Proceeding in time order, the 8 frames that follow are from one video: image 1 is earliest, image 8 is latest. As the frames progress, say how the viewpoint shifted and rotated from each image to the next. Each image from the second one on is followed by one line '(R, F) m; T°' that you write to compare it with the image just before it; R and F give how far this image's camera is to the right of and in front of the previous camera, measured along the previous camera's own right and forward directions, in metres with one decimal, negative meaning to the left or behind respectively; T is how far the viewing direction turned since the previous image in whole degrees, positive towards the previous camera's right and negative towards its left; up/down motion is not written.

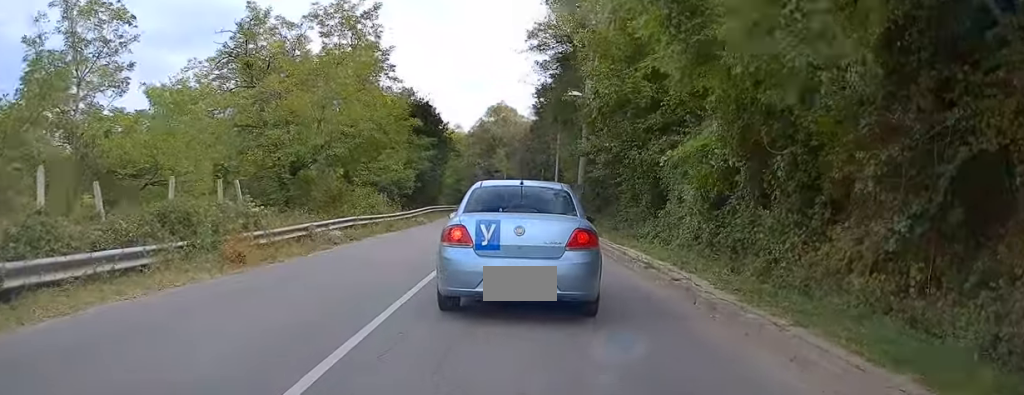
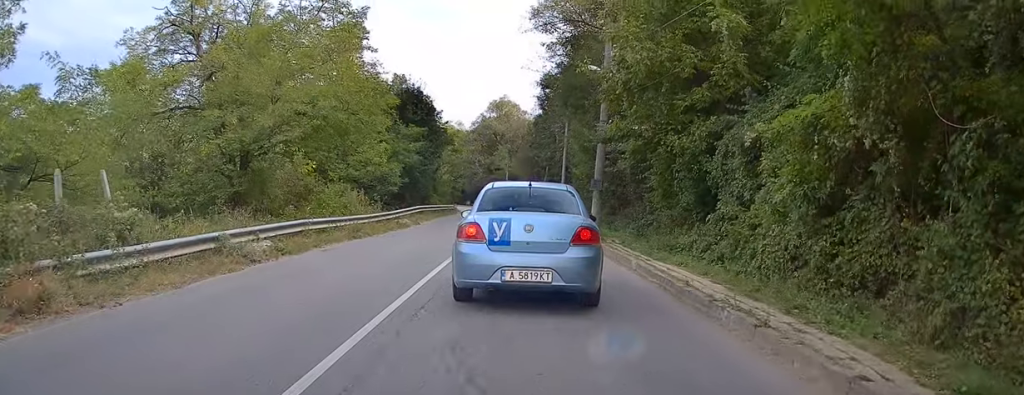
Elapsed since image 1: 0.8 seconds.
(+0.3, +5.8) m; -1°
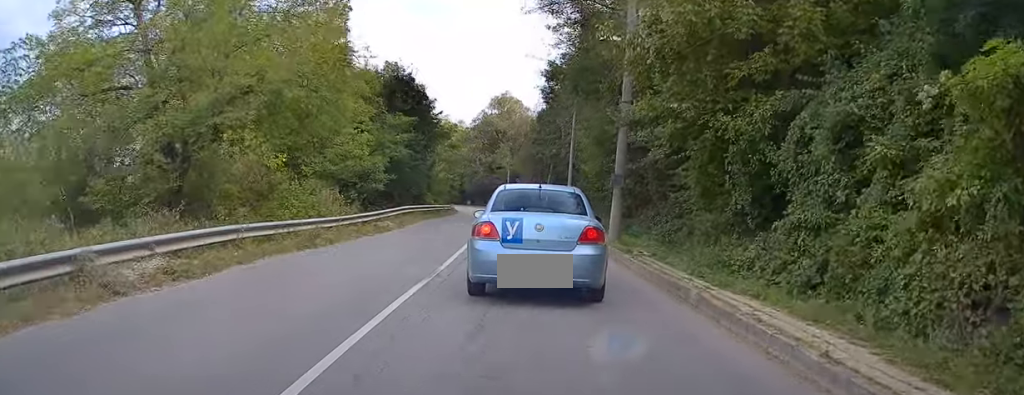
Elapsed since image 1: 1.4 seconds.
(0.0, +4.6) m; 0°
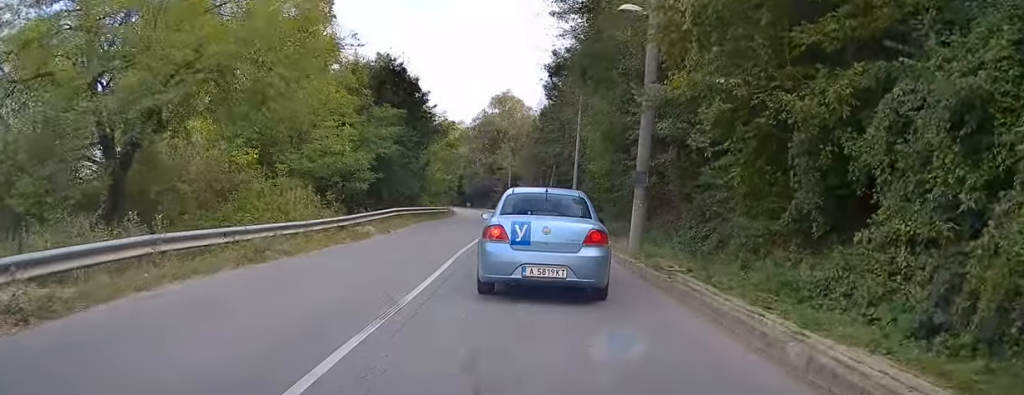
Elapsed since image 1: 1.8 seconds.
(-0.2, +3.4) m; 0°
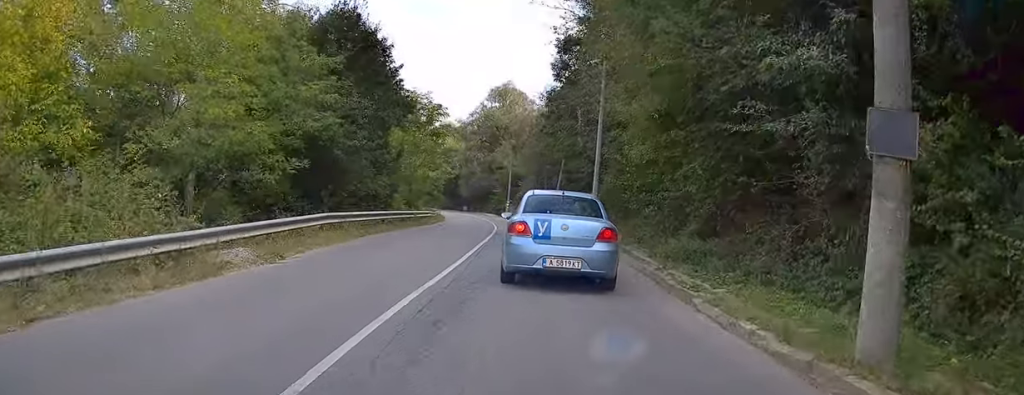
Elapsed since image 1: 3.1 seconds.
(+0.3, +10.9) m; +2°
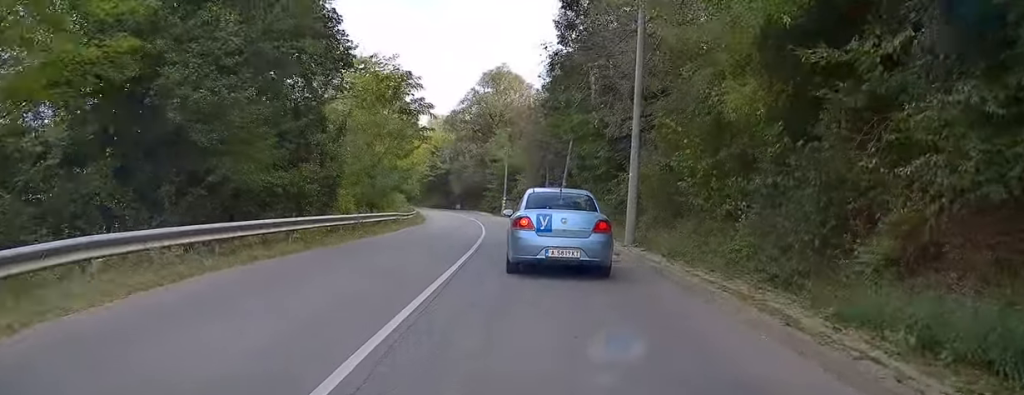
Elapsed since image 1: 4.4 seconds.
(0.0, +11.1) m; +1°
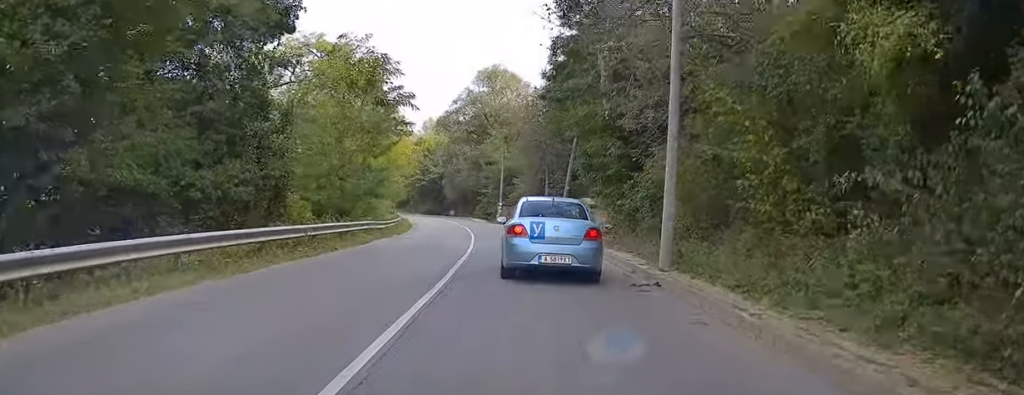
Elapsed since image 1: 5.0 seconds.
(+0.3, +5.4) m; -1°
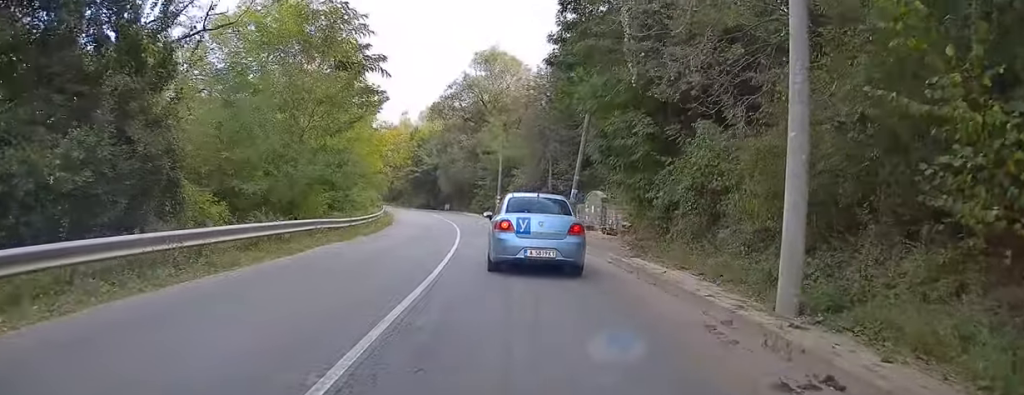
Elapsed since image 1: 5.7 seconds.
(-0.4, +6.8) m; -2°
